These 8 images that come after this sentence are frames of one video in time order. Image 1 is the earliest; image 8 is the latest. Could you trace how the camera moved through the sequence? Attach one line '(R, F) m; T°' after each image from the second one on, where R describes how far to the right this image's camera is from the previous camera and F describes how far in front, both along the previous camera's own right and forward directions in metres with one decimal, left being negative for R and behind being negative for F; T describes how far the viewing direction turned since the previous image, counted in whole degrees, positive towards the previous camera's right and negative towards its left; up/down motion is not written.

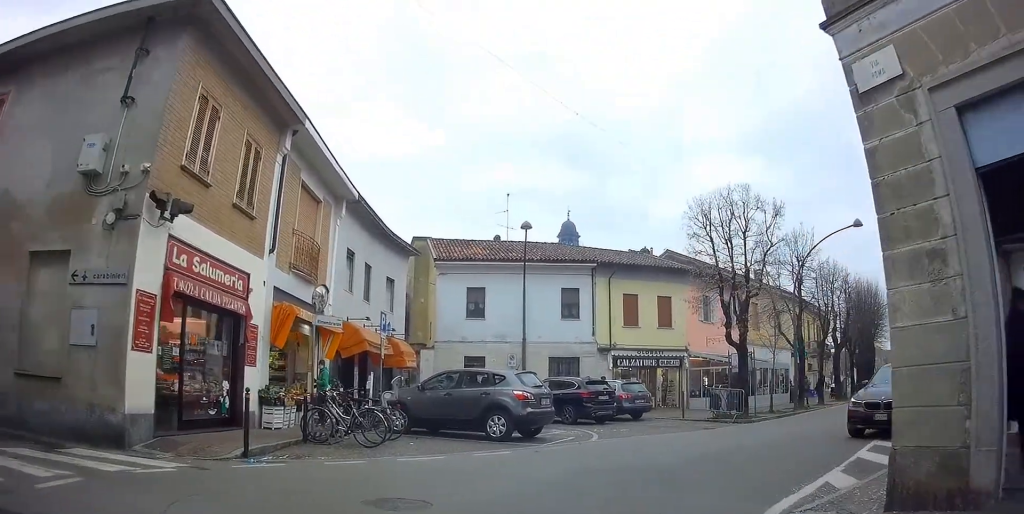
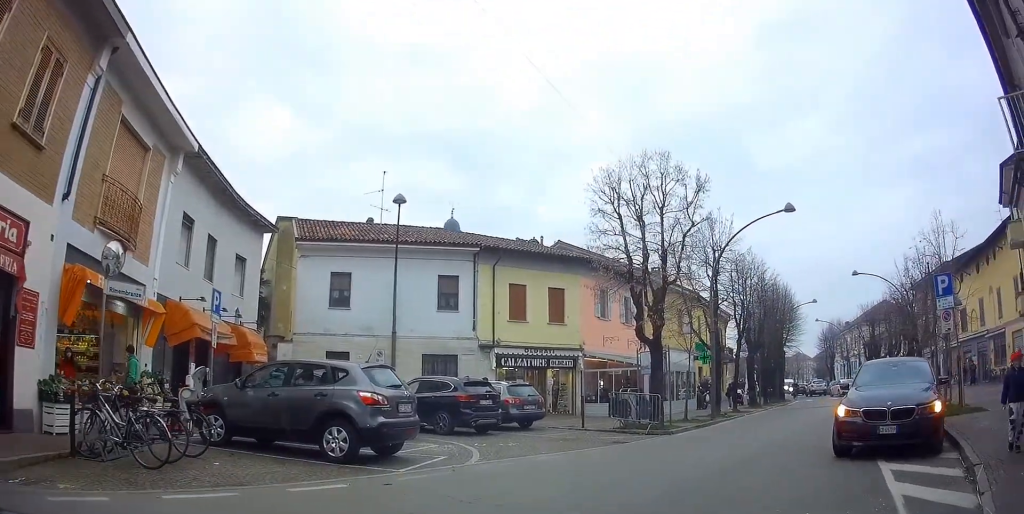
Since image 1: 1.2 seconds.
(+1.0, +5.6) m; +21°
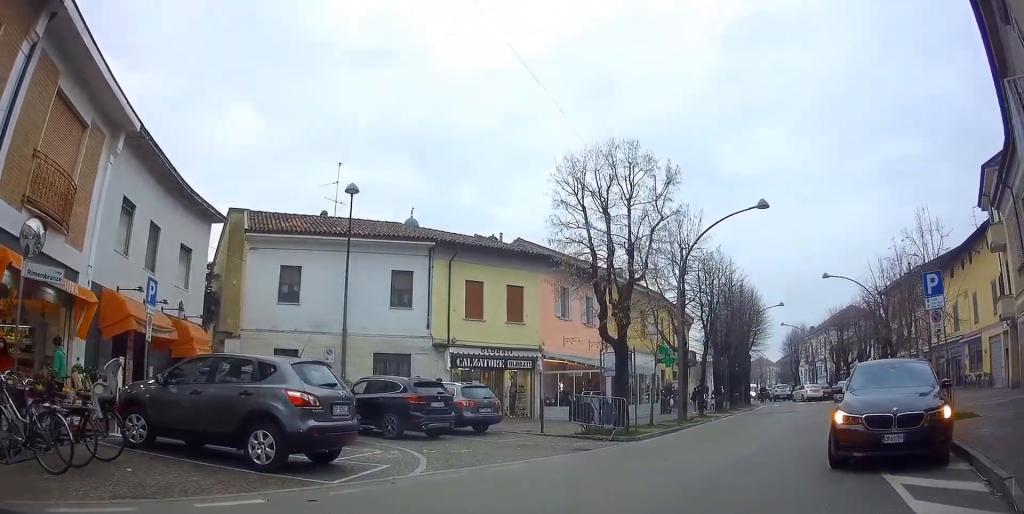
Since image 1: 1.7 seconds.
(+0.2, +1.4) m; +2°
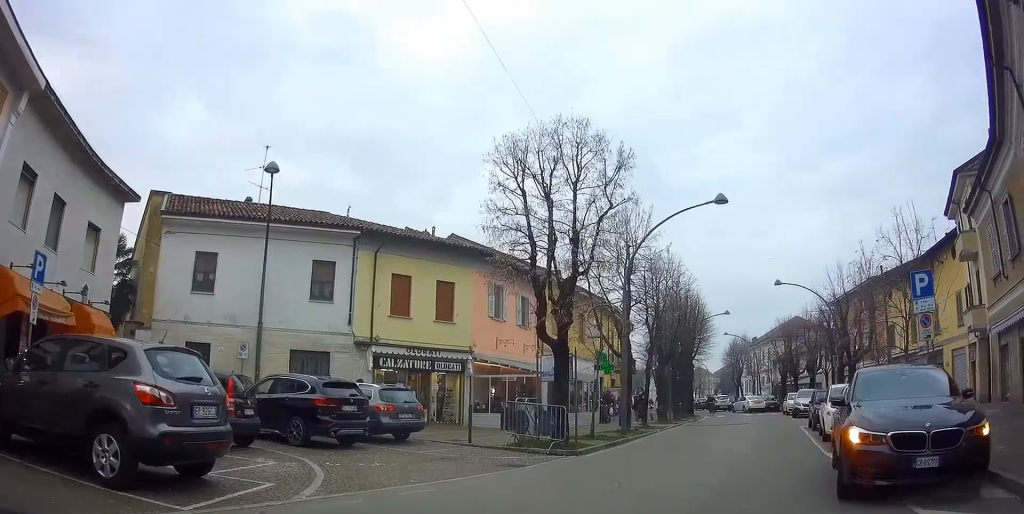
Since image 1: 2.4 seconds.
(+0.2, +2.1) m; +4°
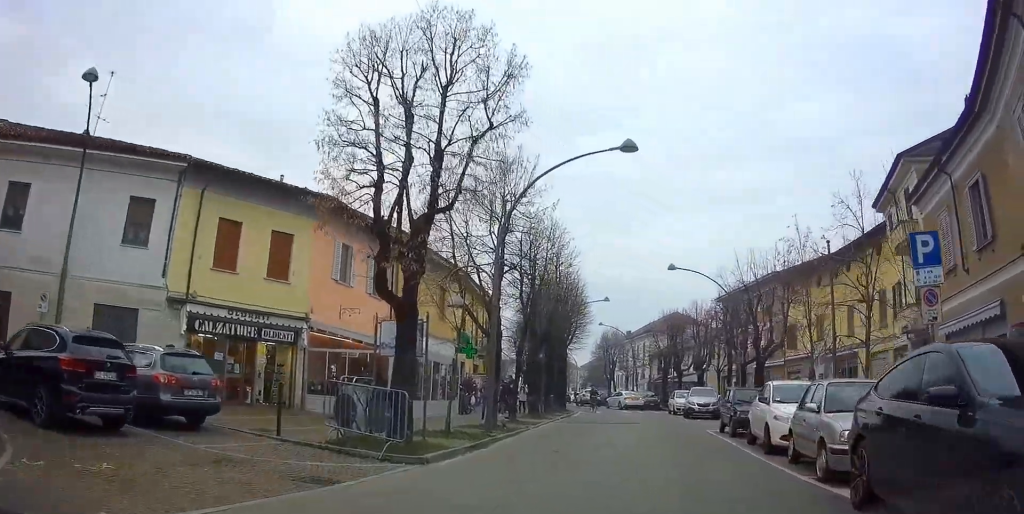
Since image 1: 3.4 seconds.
(0.0, +4.0) m; +10°
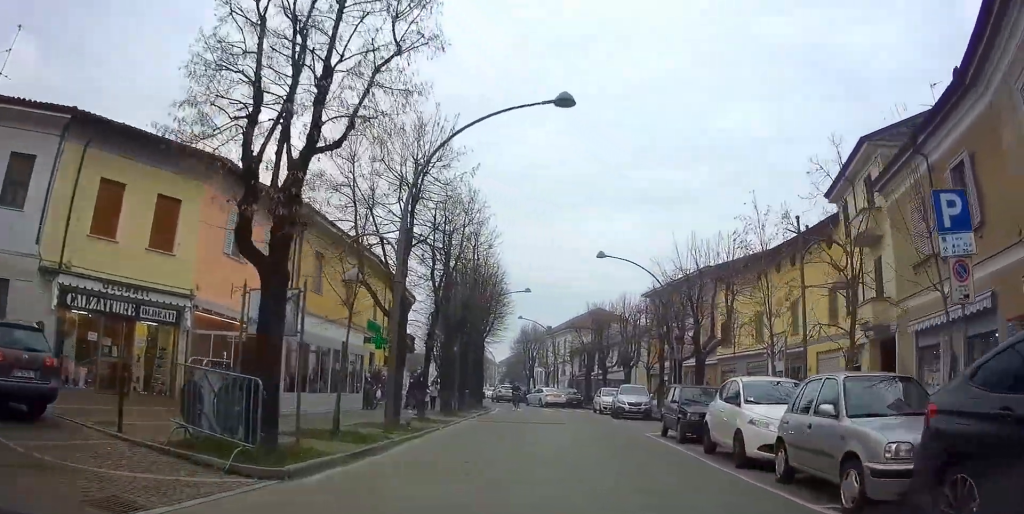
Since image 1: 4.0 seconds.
(+0.3, +2.6) m; +6°
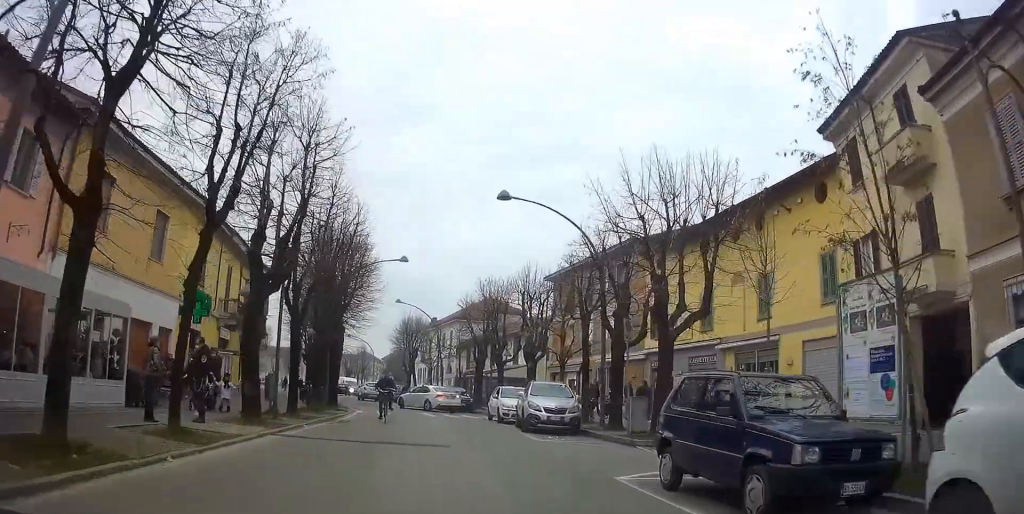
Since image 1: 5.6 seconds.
(+1.0, +9.3) m; +12°
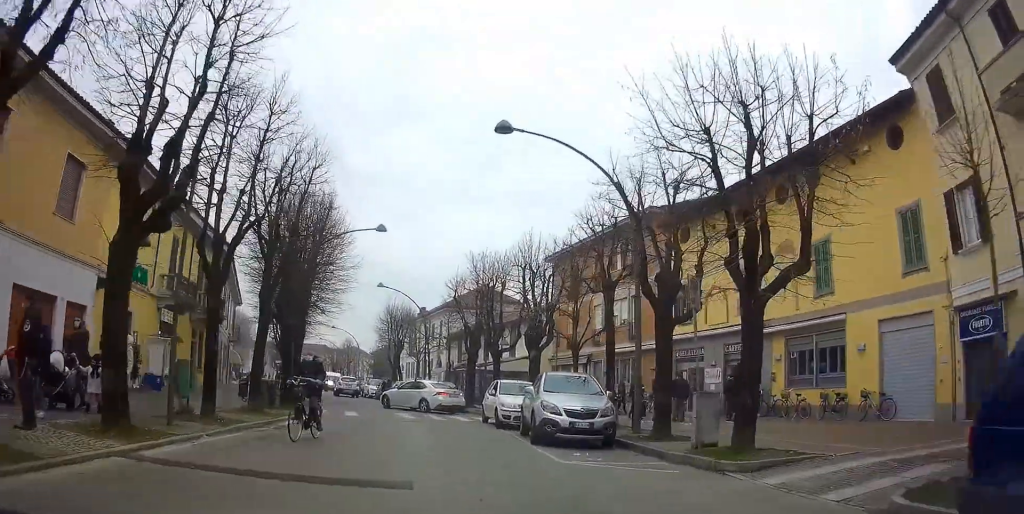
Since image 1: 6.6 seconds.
(+0.4, +5.5) m; +4°
